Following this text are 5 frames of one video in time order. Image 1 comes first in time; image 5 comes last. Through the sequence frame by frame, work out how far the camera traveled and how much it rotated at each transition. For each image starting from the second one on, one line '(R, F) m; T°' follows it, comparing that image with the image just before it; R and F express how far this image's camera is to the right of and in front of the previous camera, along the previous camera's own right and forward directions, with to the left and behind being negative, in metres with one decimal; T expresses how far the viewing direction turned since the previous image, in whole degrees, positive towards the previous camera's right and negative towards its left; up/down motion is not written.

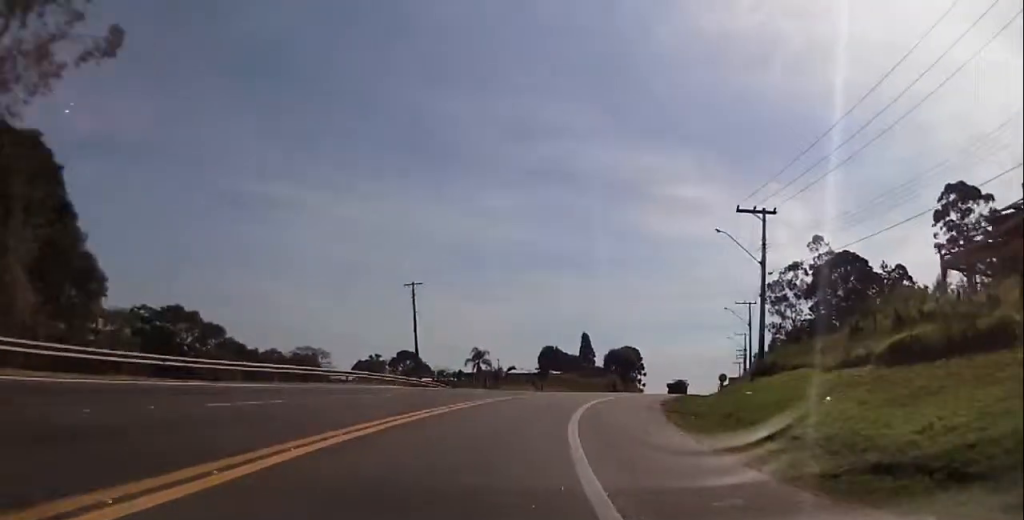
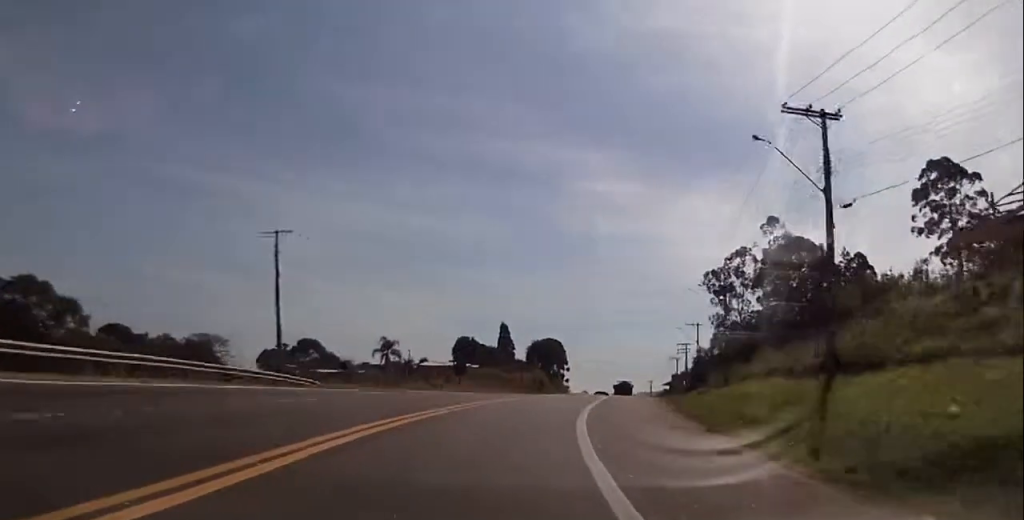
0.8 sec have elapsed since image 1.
(+0.4, +15.1) m; +5°
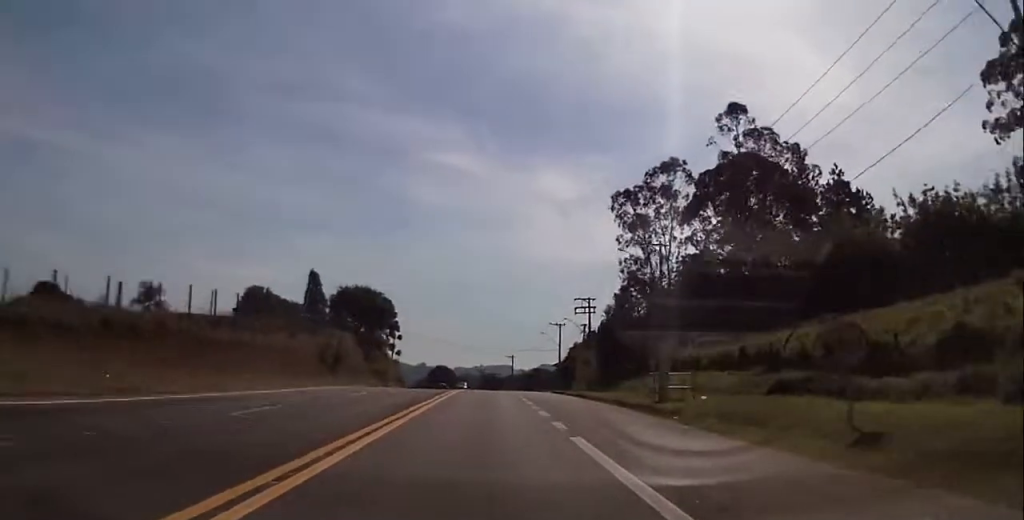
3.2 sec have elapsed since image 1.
(+9.1, +47.6) m; +19°
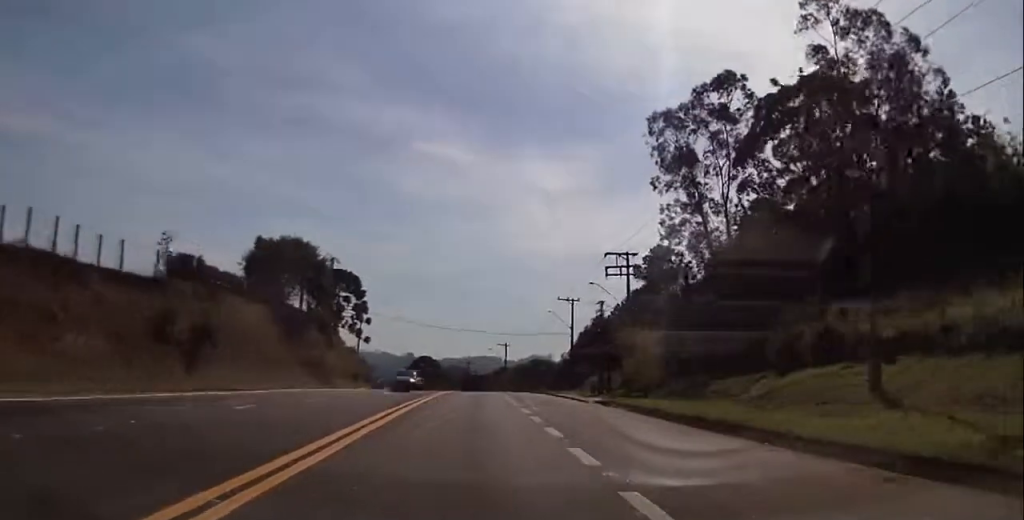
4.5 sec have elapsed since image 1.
(+1.2, +26.8) m; +4°
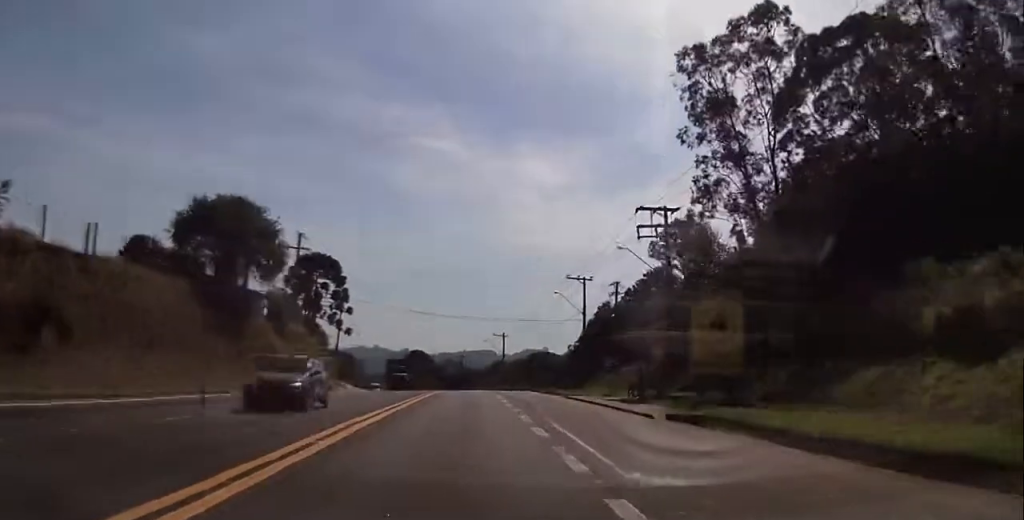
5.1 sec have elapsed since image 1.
(+0.2, +13.2) m; +1°
